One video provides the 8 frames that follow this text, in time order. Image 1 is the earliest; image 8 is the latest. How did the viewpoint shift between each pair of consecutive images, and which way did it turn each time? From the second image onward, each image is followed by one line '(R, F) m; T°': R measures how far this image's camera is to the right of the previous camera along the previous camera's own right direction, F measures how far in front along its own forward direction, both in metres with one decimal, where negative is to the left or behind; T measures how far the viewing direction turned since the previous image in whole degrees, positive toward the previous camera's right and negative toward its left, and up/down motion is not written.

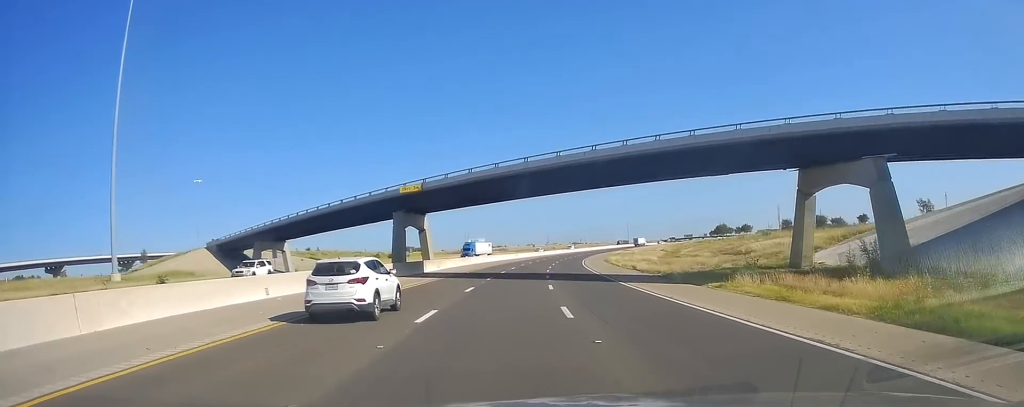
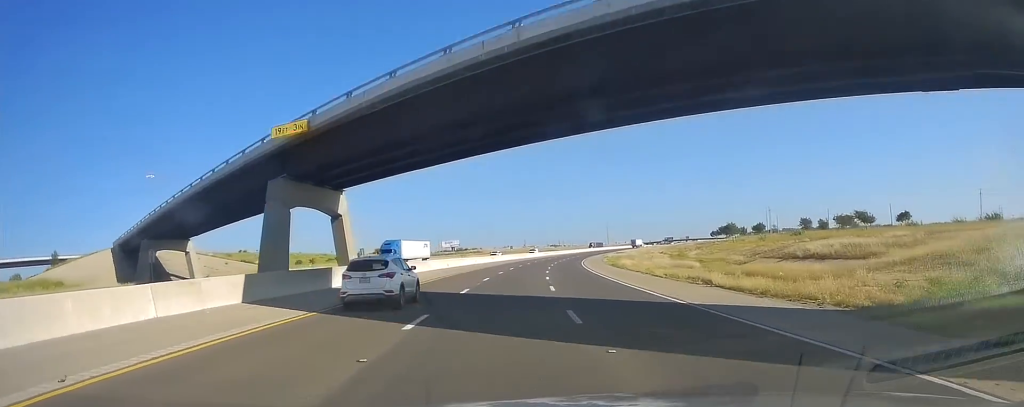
(+0.7, +26.0) m; +2°
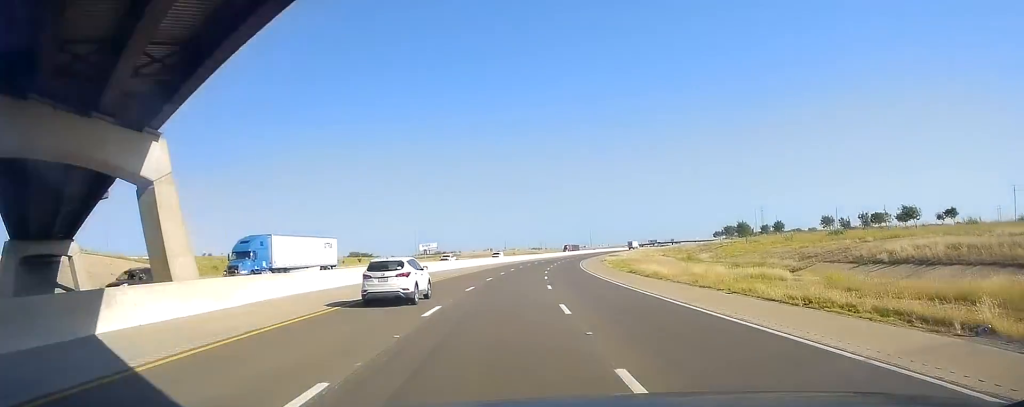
(+0.3, +20.9) m; +2°
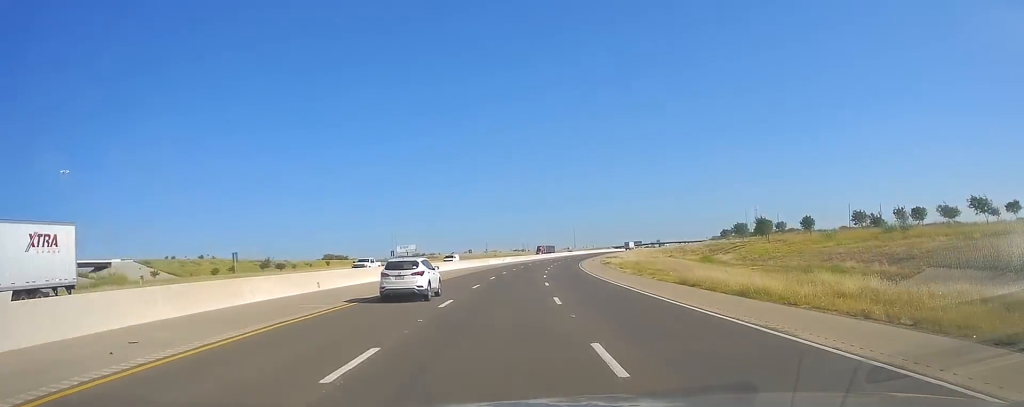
(+0.1, +20.8) m; +2°
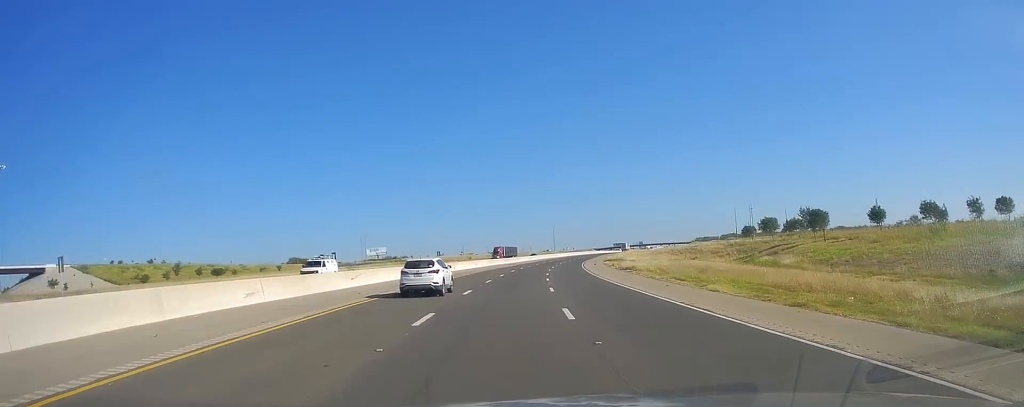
(+0.8, +29.4) m; +3°
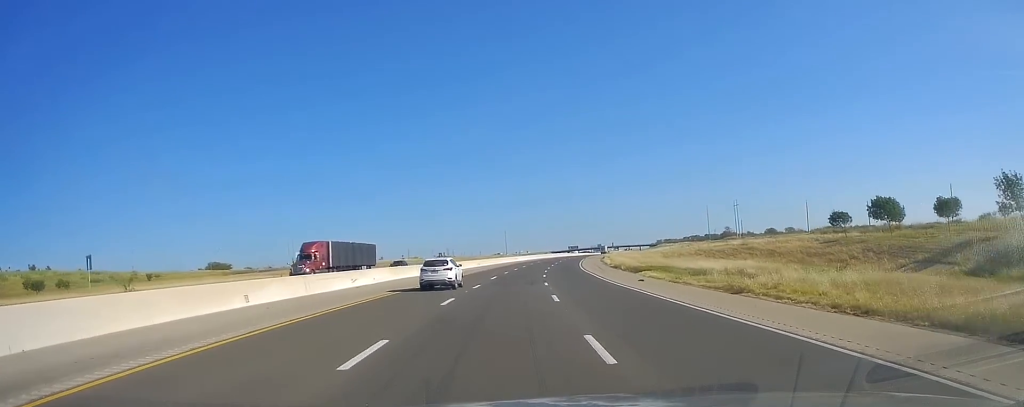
(+3.2, +54.8) m; +6°
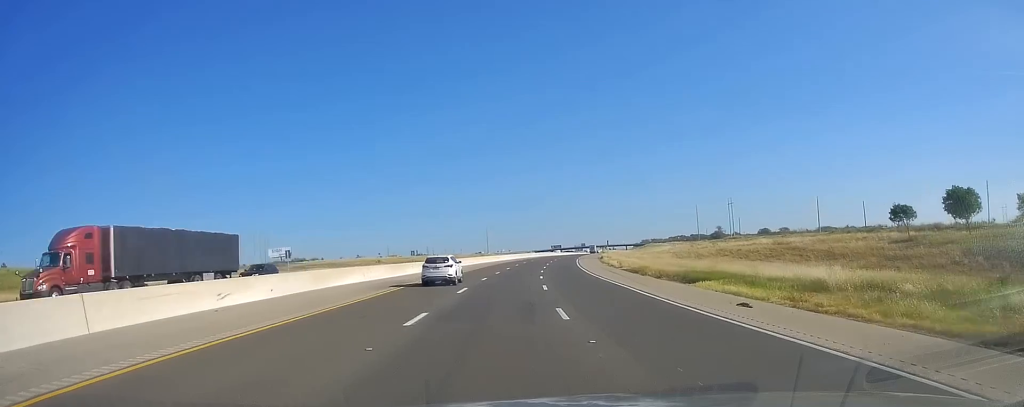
(+0.2, +18.1) m; +1°
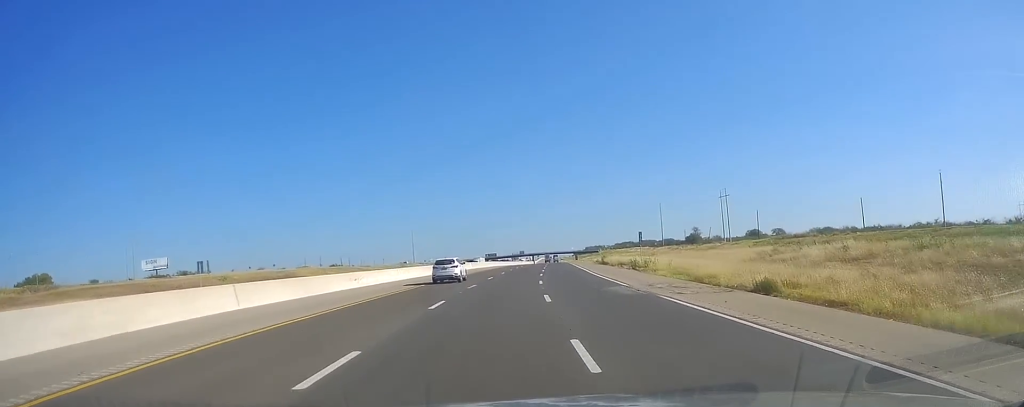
(+3.1, +80.0) m; +6°
